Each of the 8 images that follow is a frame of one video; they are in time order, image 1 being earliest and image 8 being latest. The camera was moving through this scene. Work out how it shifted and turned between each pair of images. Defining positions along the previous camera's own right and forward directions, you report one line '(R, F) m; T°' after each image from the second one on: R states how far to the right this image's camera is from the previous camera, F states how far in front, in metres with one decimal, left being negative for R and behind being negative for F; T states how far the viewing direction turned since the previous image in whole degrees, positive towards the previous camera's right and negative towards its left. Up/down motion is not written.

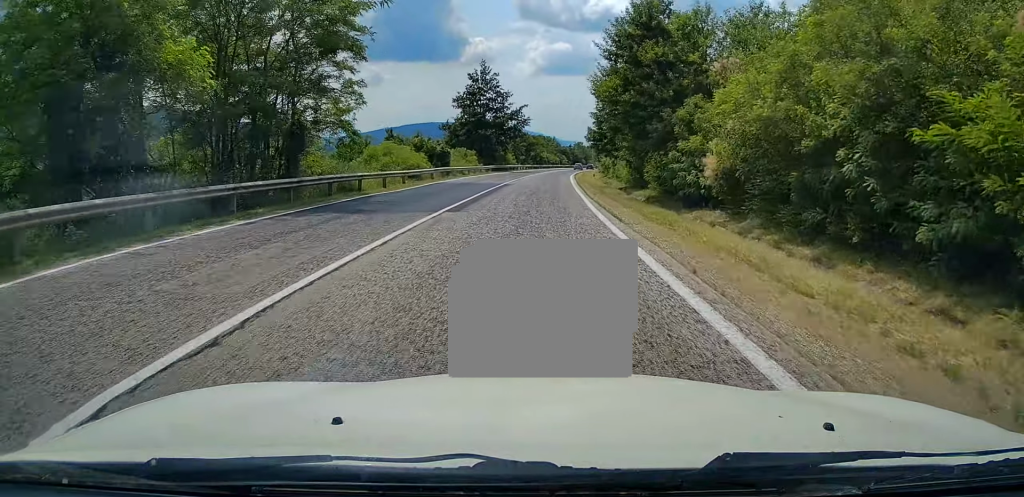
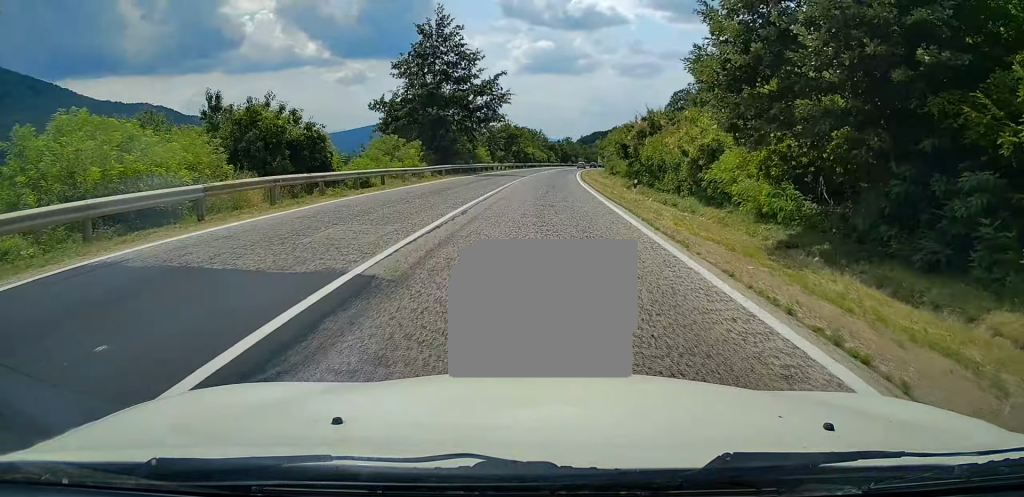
(+0.4, +28.8) m; +2°
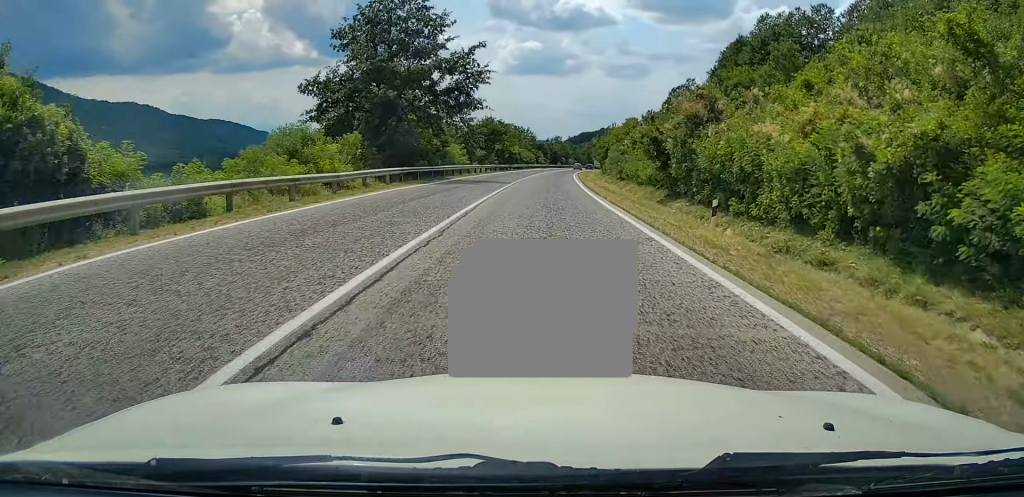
(+0.2, +14.0) m; +1°
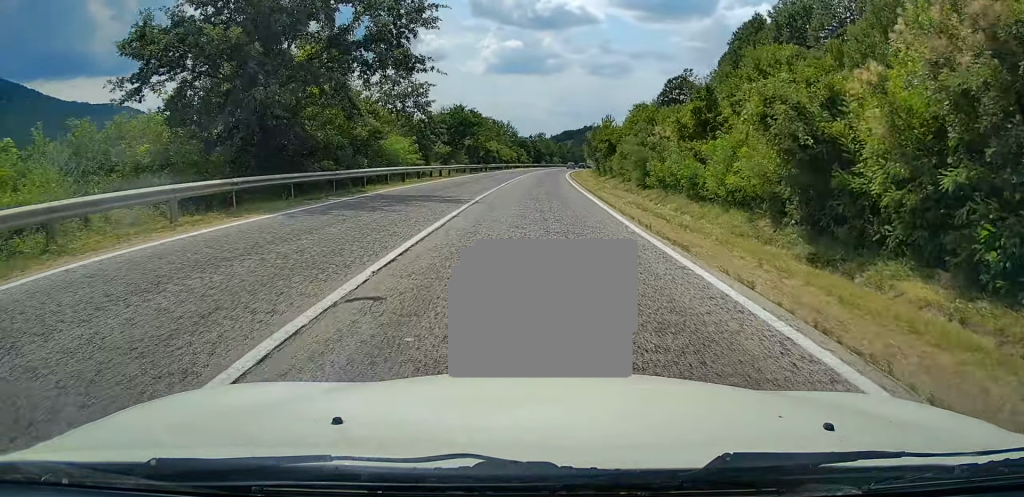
(0.0, +17.2) m; +1°
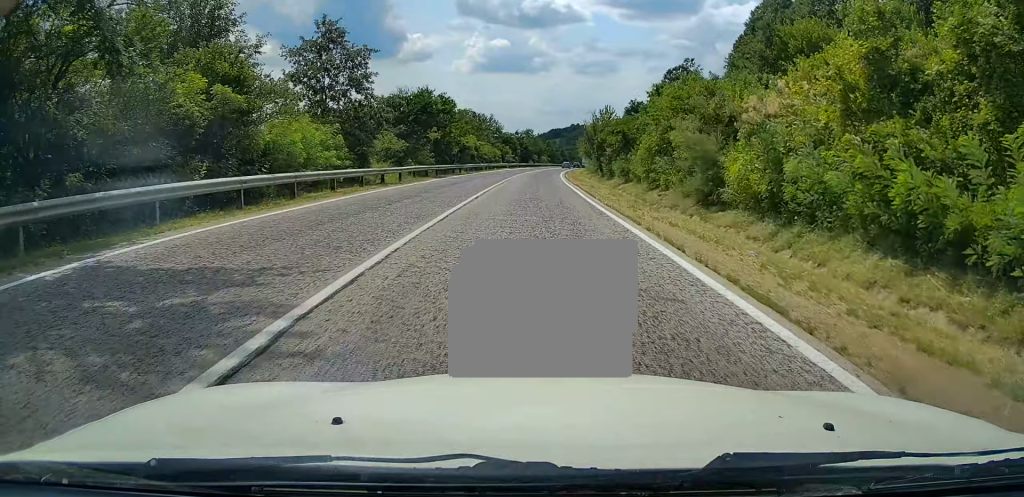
(+0.3, +14.5) m; +2°
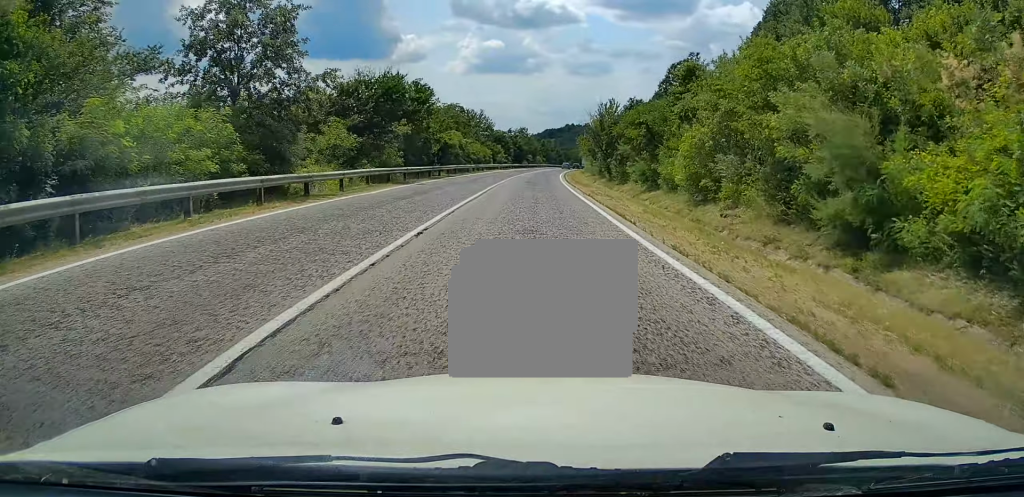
(+0.1, +9.9) m; +1°
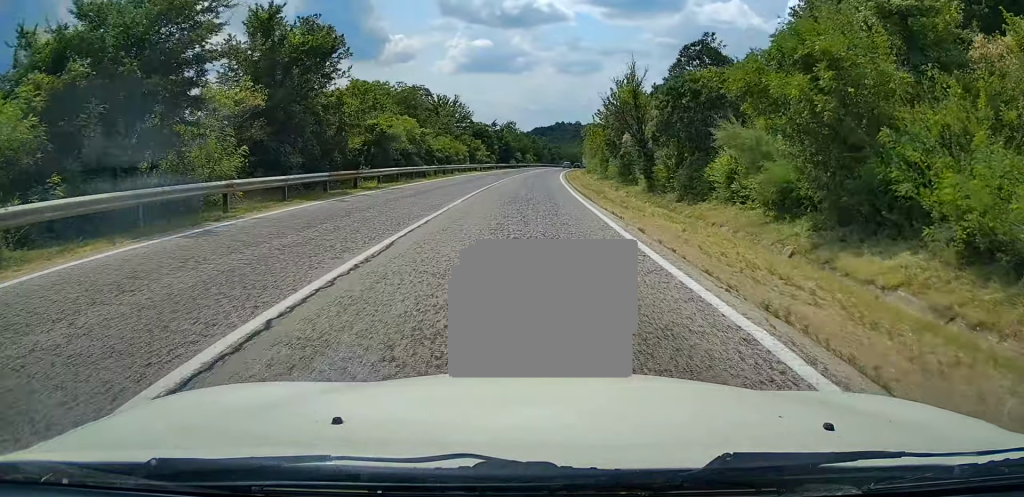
(+0.3, +20.5) m; +1°
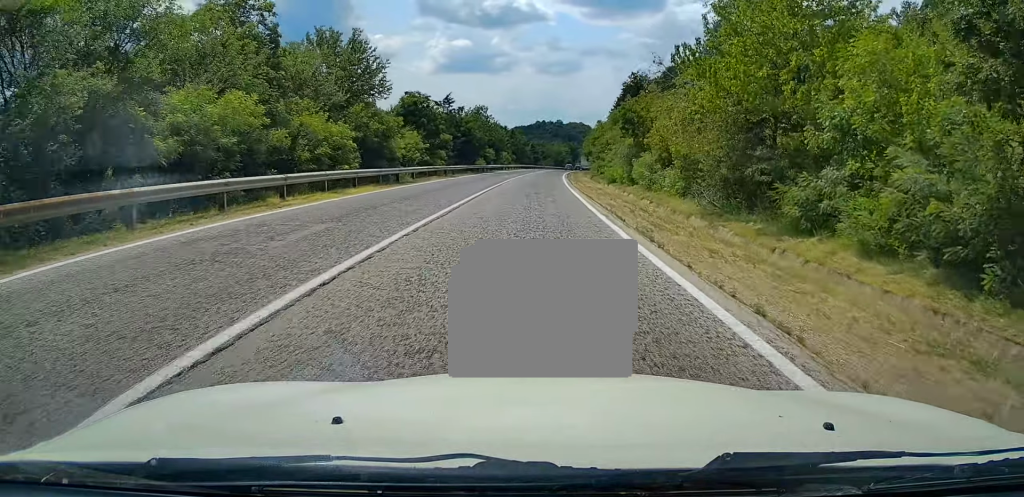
(+0.1, +38.1) m; +1°
